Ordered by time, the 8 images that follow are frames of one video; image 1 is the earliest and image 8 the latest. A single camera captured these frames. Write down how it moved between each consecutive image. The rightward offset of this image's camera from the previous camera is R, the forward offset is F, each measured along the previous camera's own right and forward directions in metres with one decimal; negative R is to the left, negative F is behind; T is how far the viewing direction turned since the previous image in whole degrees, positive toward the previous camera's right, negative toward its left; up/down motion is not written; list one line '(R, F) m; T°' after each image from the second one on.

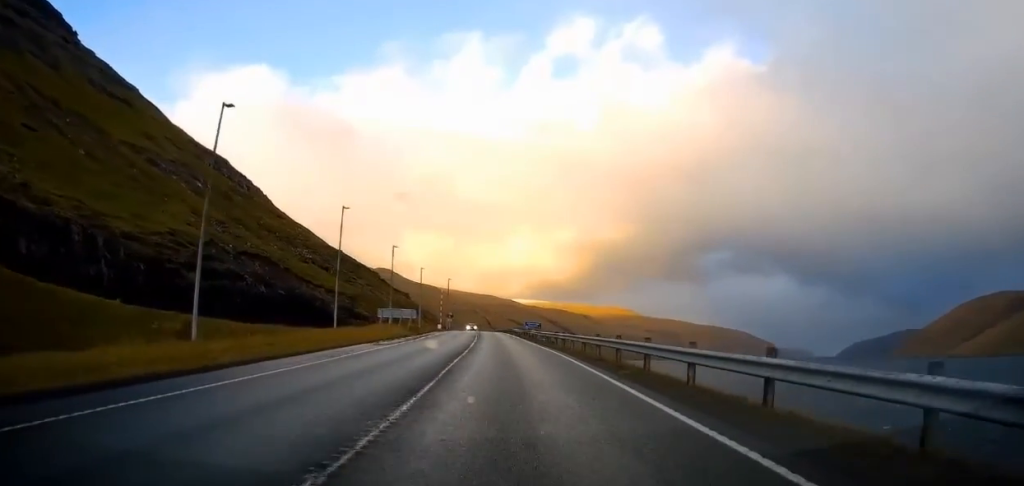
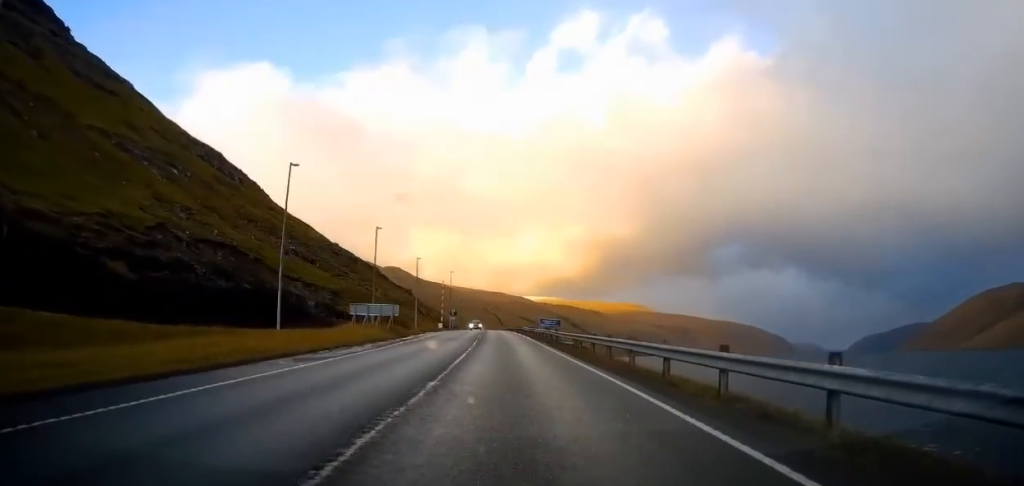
(+0.2, +13.8) m; +2°
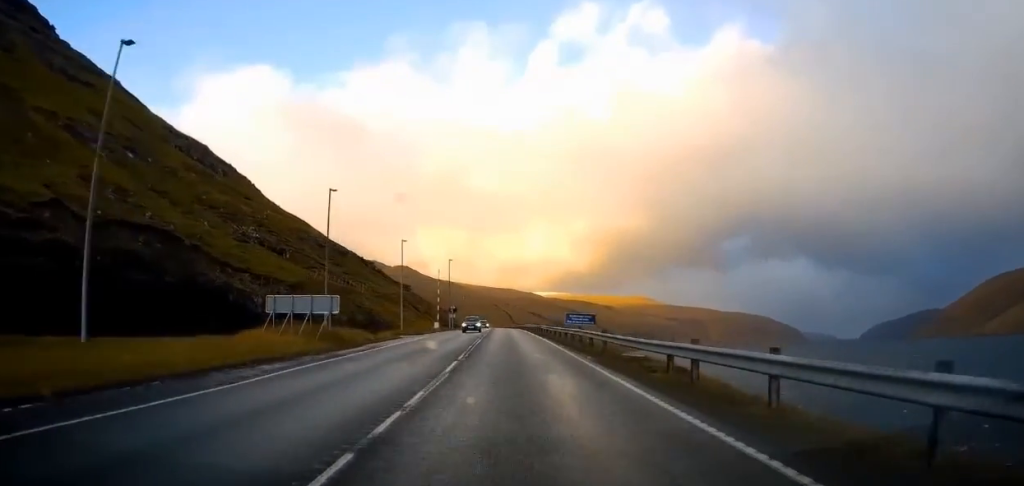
(+0.4, +18.0) m; 0°
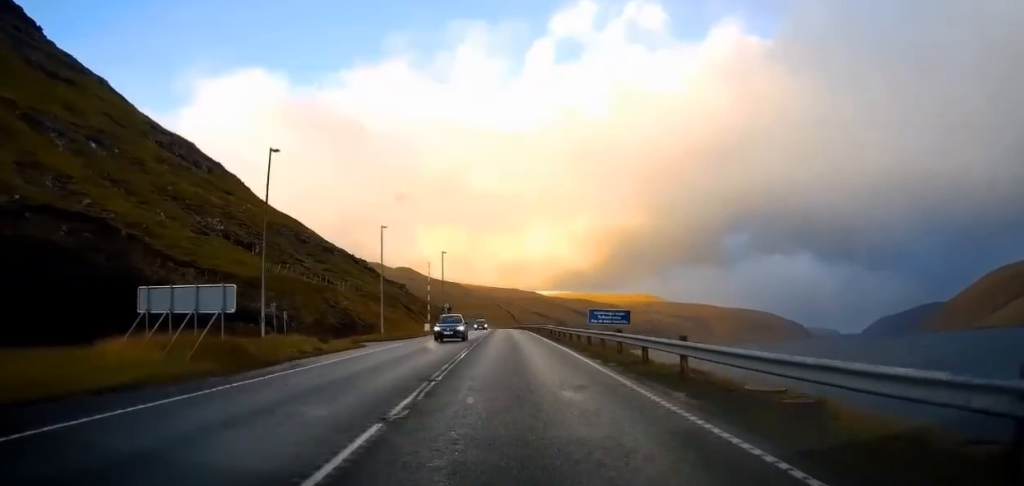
(-0.3, +11.1) m; -2°
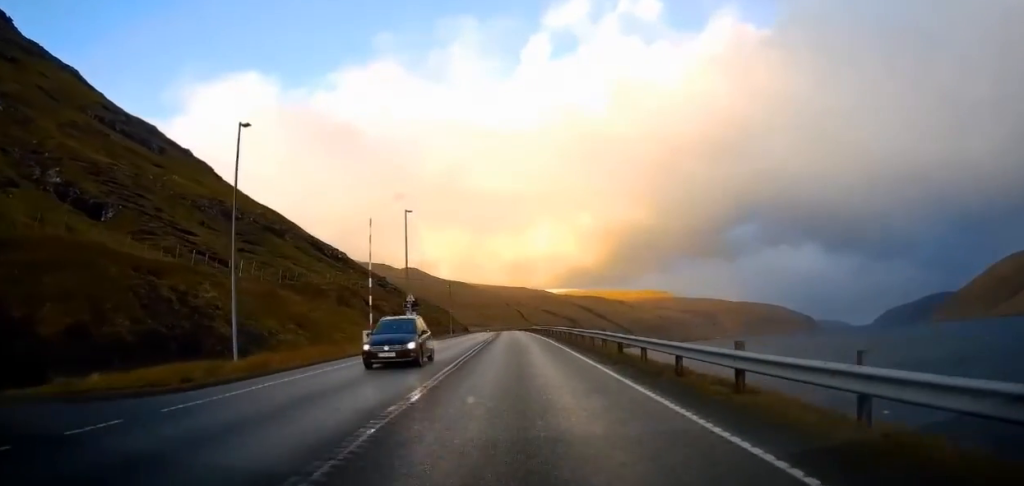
(-0.3, +31.3) m; +1°
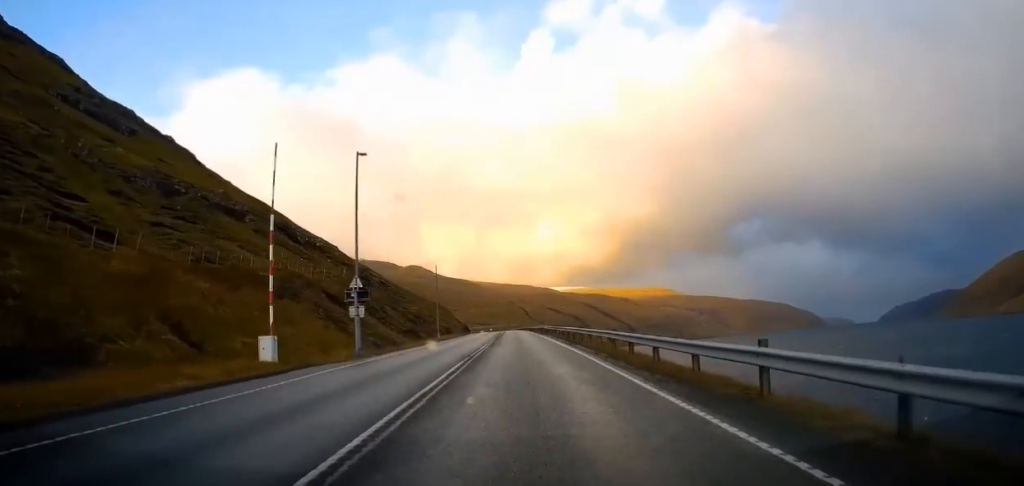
(+0.3, +16.6) m; 0°
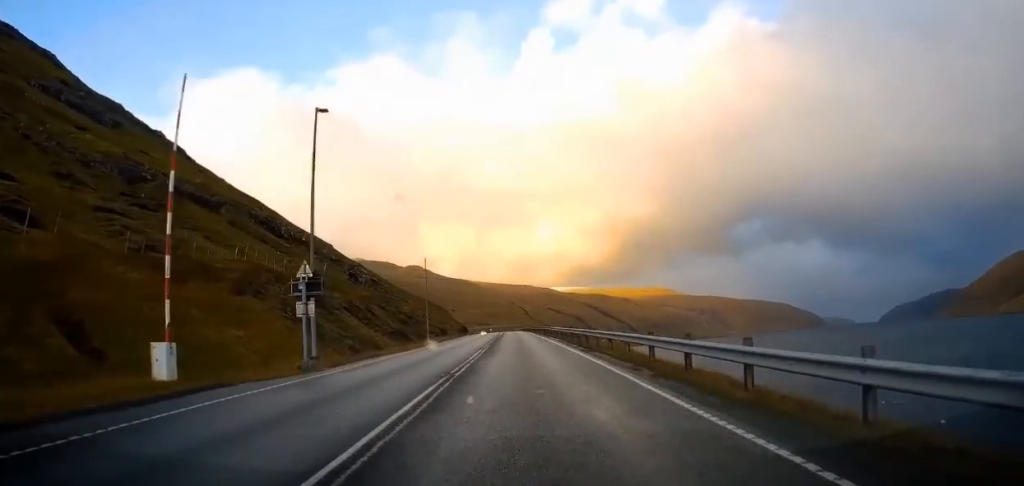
(-0.1, +7.1) m; -1°
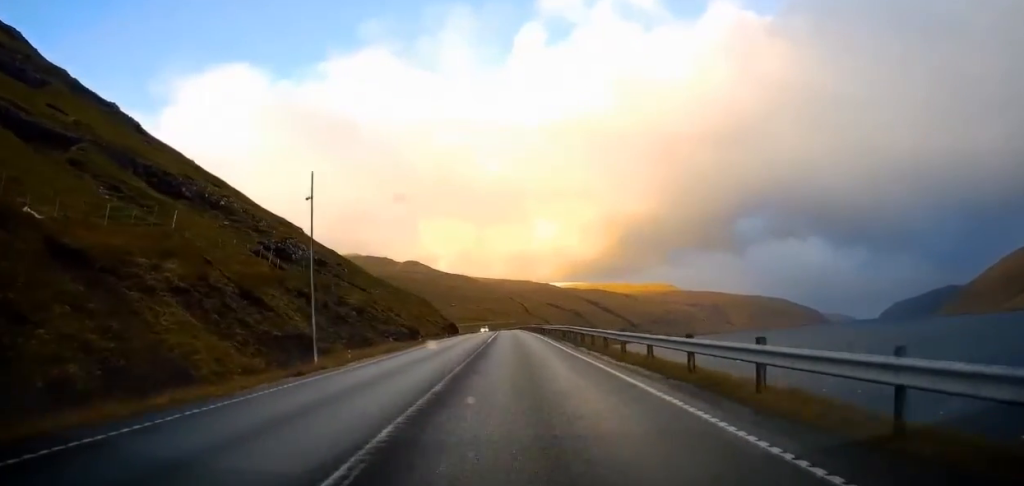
(-0.6, +28.3) m; -2°
